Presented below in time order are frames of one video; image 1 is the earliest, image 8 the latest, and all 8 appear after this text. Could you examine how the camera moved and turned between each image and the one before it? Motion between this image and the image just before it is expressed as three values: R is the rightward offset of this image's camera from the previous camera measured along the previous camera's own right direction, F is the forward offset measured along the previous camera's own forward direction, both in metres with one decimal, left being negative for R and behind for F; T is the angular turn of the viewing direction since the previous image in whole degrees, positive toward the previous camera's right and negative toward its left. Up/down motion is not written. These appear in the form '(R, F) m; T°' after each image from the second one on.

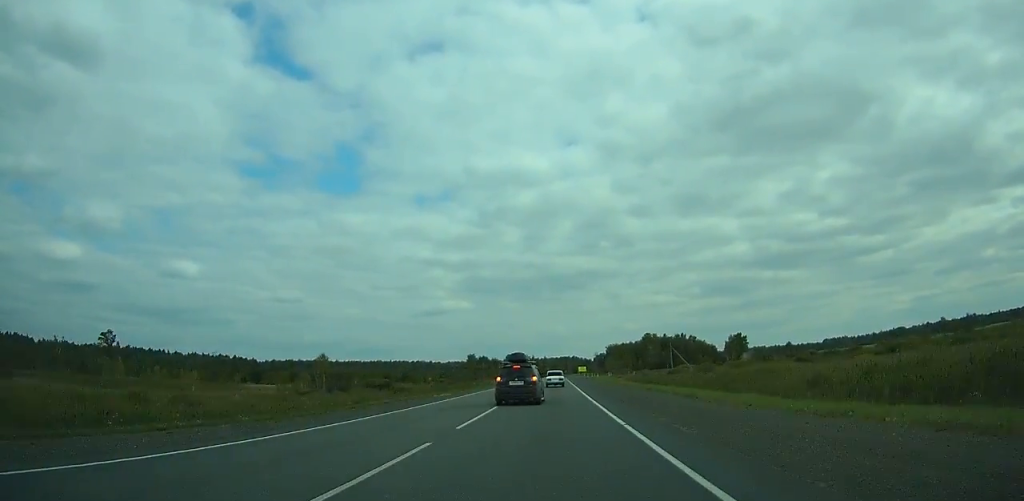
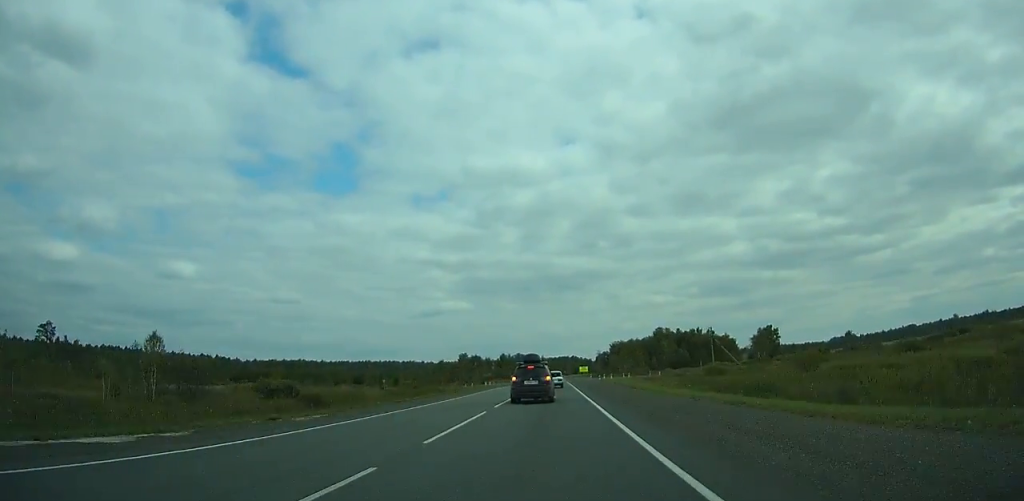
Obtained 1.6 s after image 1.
(+0.1, +38.4) m; 0°
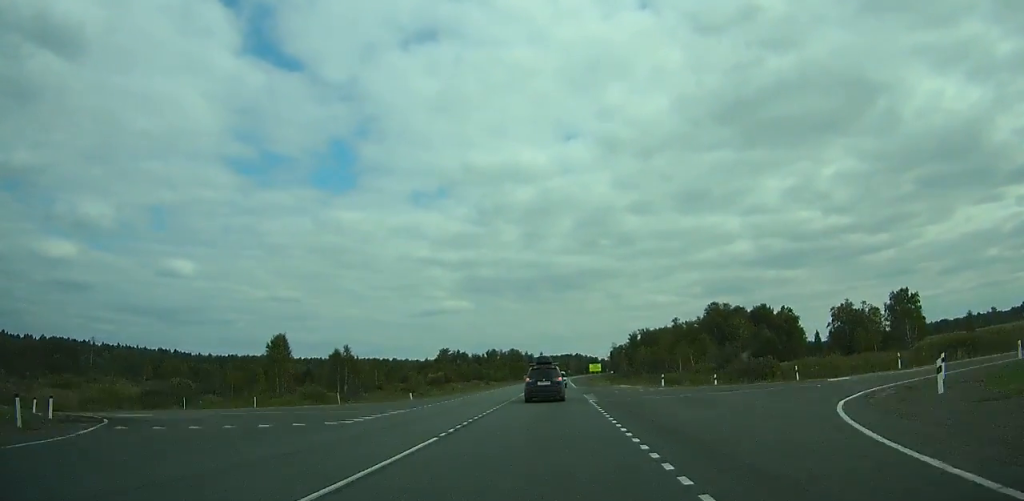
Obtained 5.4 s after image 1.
(+0.1, +90.2) m; 0°
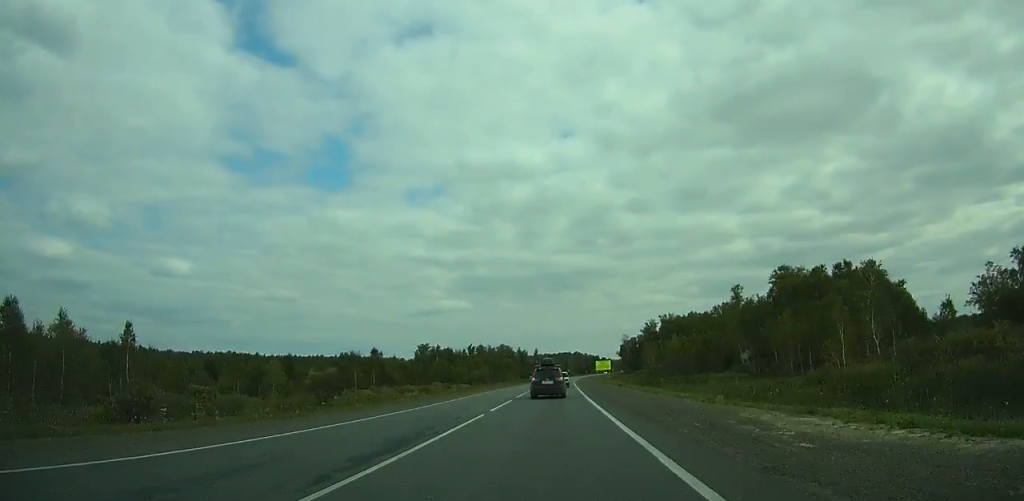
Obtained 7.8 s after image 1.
(+0.1, +56.4) m; +6°
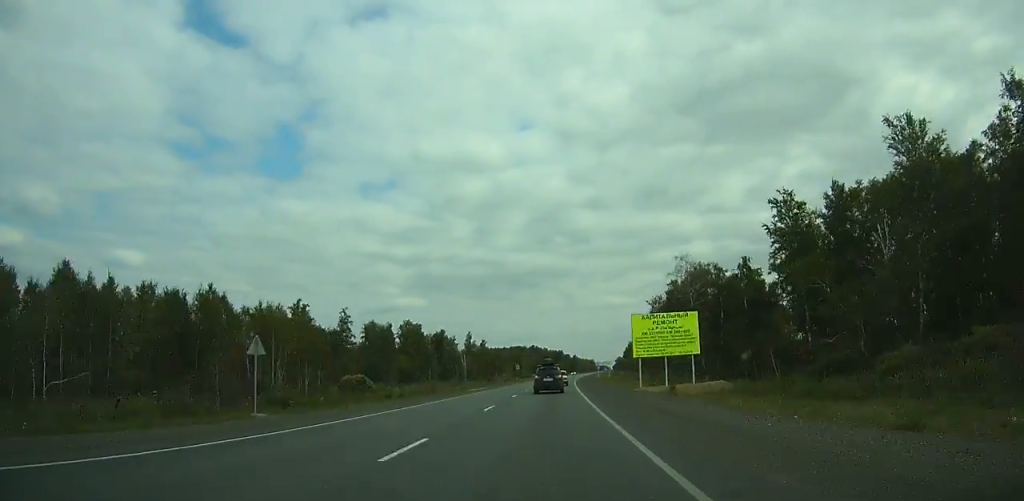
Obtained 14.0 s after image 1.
(-6.3, +143.1) m; -9°
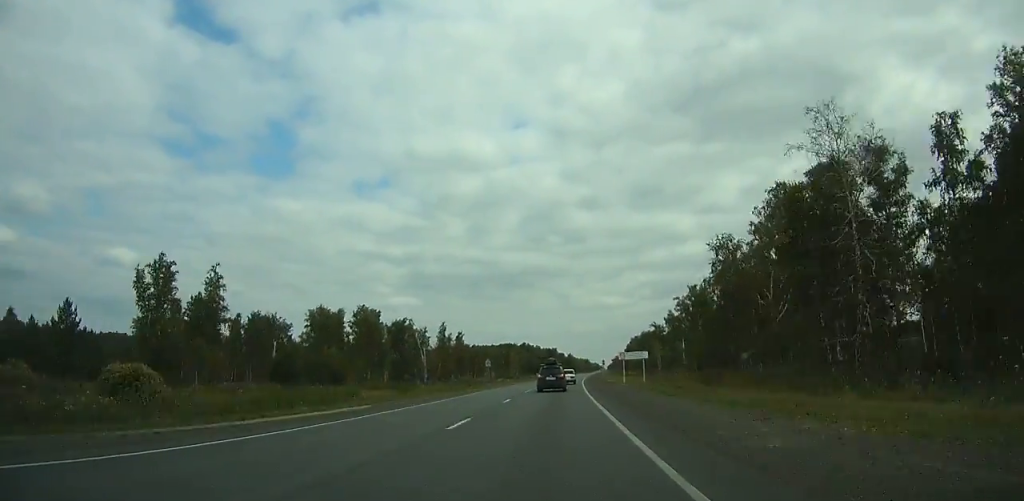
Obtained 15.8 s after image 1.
(+0.3, +43.0) m; +2°
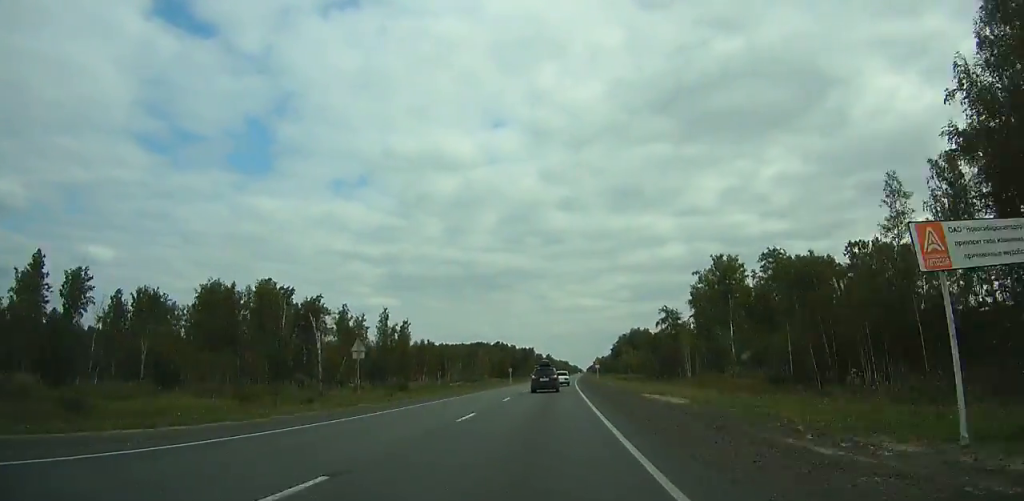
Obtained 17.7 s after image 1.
(+3.9, +45.5) m; +6°
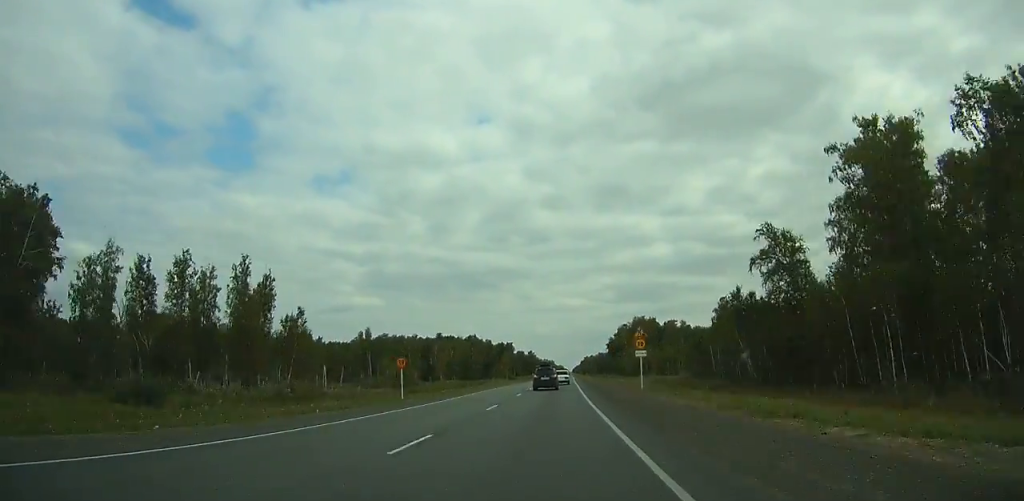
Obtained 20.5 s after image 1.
(+1.7, +67.0) m; +2°
